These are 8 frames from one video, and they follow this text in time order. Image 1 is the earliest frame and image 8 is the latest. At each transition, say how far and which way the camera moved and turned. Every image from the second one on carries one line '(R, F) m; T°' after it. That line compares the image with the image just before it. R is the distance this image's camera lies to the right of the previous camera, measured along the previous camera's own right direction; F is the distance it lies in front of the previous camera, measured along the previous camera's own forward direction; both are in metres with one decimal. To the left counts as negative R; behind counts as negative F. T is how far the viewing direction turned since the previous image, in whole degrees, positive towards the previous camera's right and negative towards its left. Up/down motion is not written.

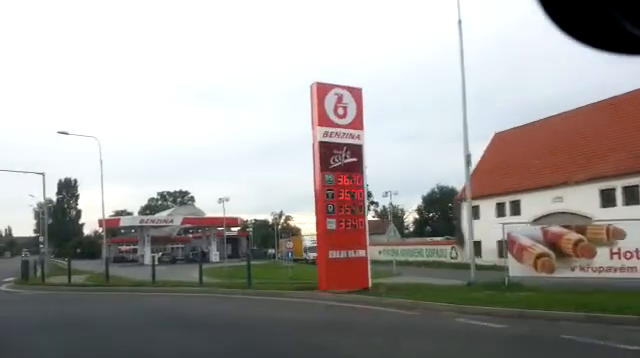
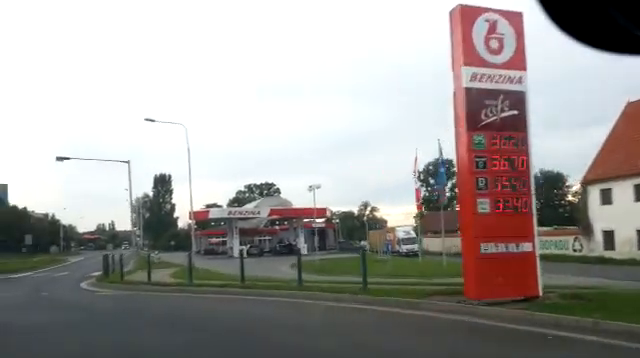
(-0.6, +4.1) m; -6°
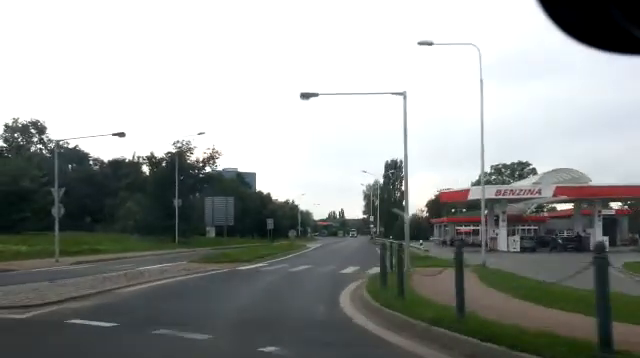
(-1.8, +13.8) m; -3°
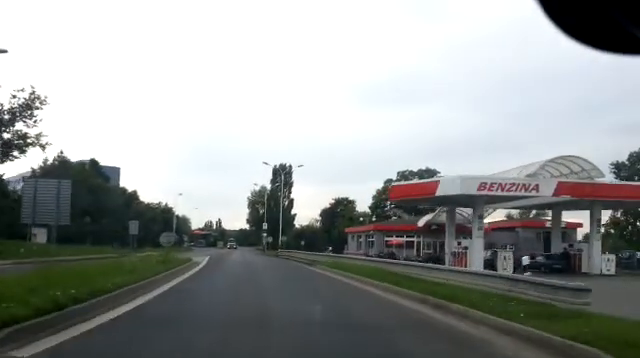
(+1.5, +19.1) m; +6°
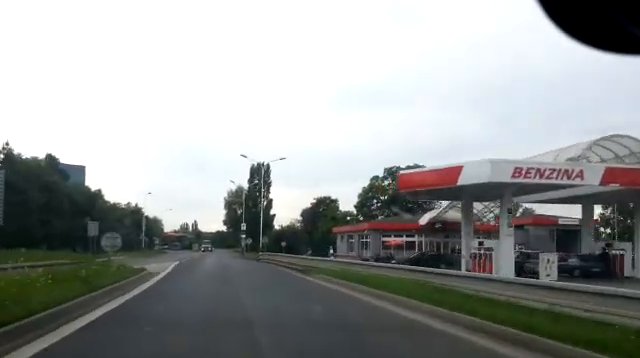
(-0.1, +6.6) m; 0°
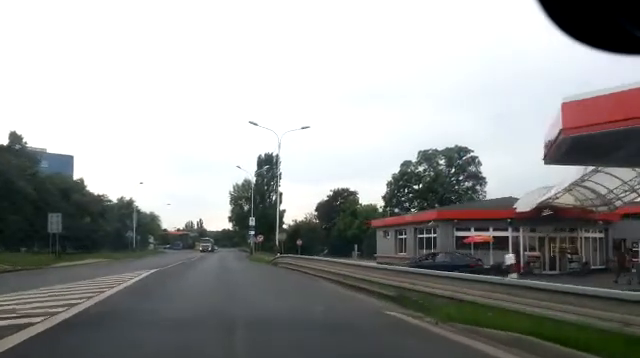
(+0.3, +14.5) m; 0°
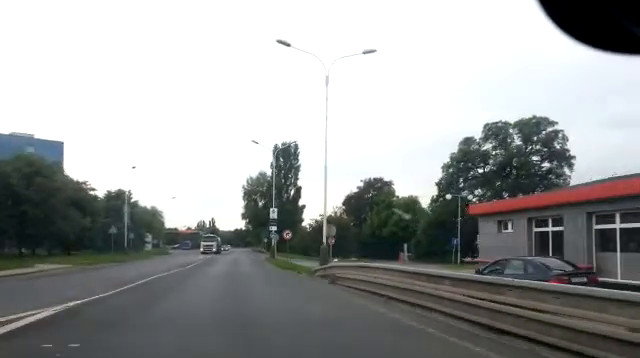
(-0.4, +16.5) m; -1°
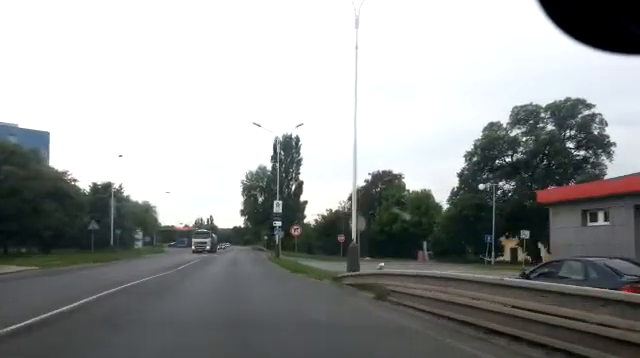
(-0.2, +6.3) m; +1°
